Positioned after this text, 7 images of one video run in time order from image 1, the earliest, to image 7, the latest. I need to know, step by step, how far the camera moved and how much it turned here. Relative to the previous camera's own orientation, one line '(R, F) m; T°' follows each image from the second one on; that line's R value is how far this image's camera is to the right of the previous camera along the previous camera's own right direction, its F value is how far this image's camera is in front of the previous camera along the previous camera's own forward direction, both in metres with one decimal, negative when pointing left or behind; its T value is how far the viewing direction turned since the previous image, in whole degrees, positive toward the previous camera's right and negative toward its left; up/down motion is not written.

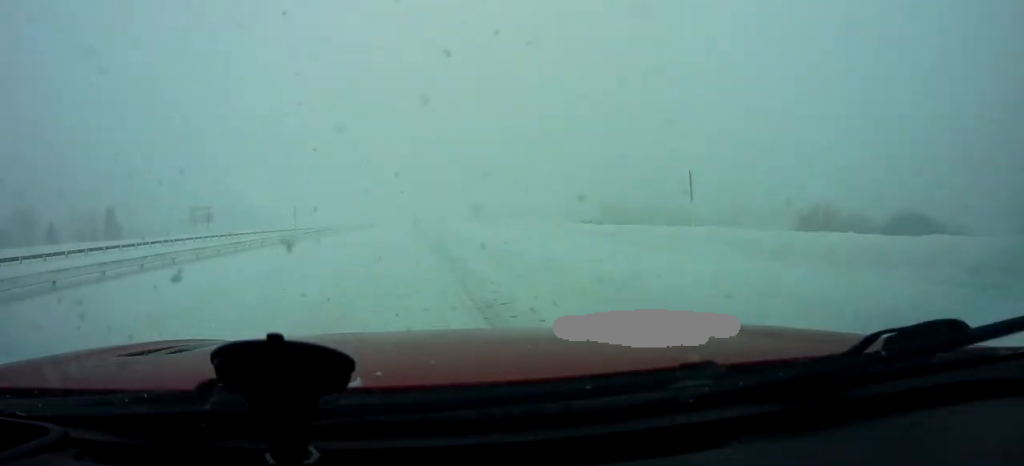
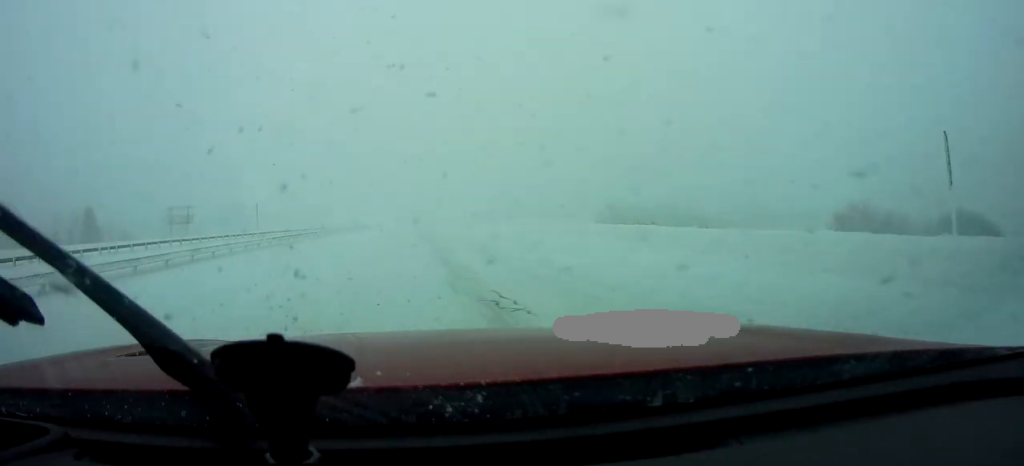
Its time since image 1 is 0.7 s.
(0.0, +7.7) m; +1°
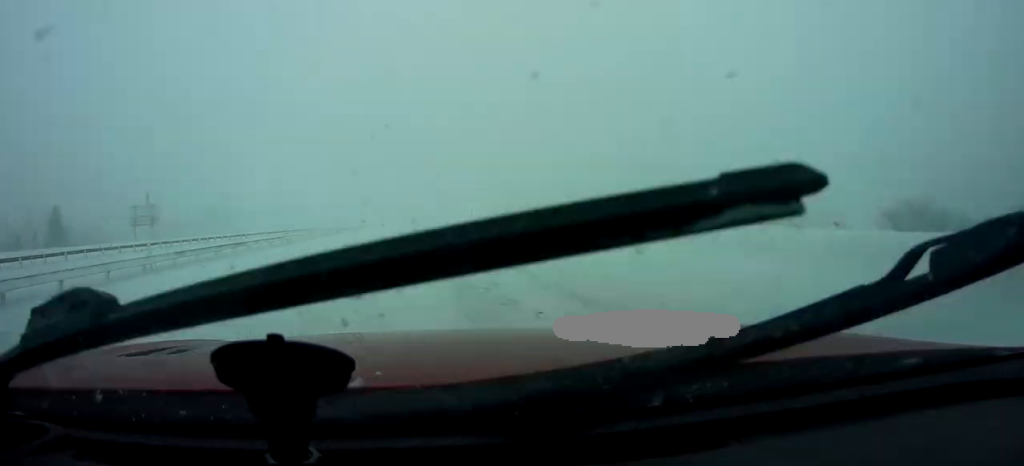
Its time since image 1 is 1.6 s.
(+0.3, +10.1) m; -2°
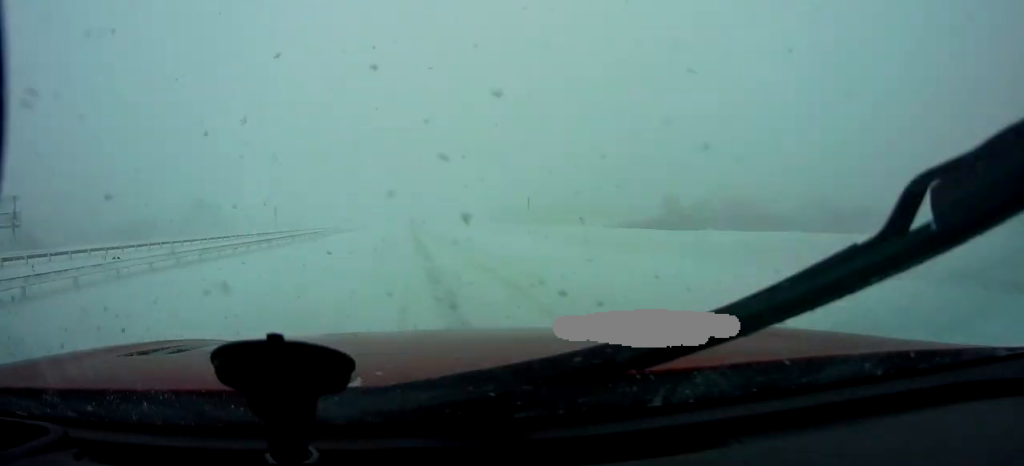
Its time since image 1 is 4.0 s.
(+0.4, +26.5) m; +2°
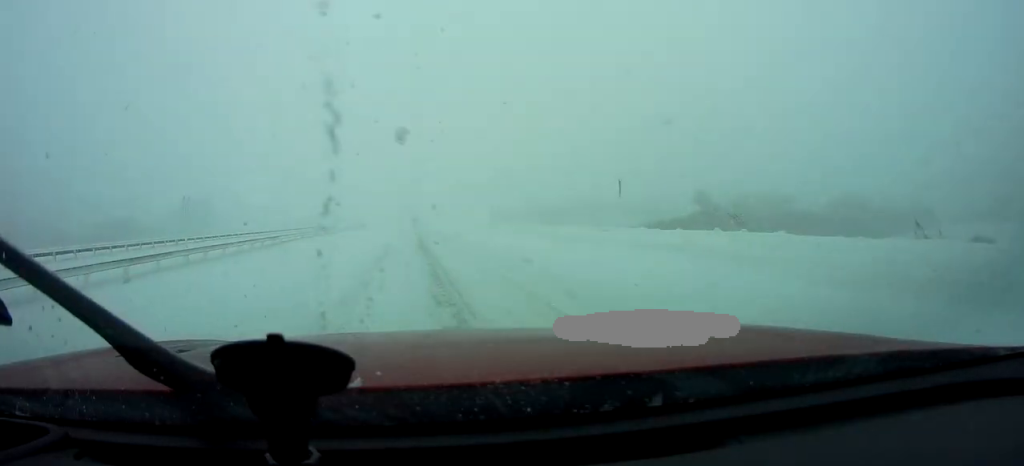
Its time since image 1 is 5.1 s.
(-0.4, +12.2) m; -3°
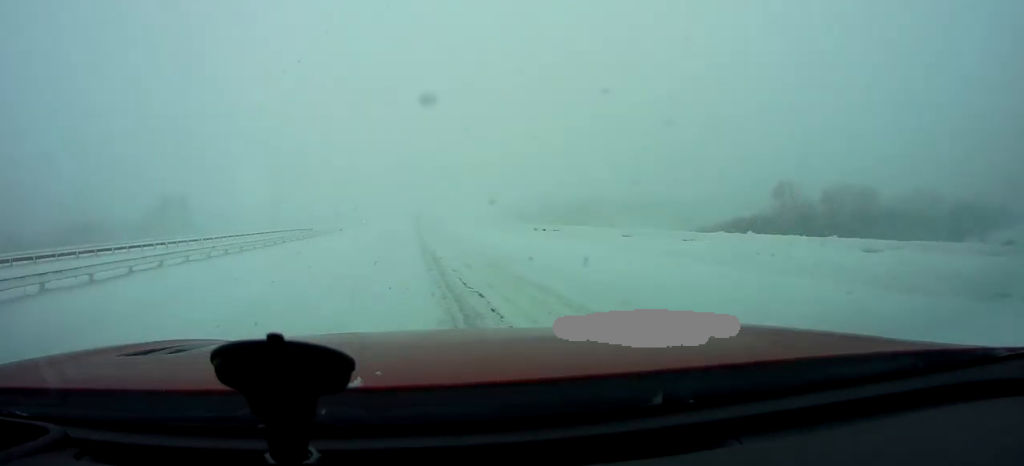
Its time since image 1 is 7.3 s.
(0.0, +24.8) m; 0°
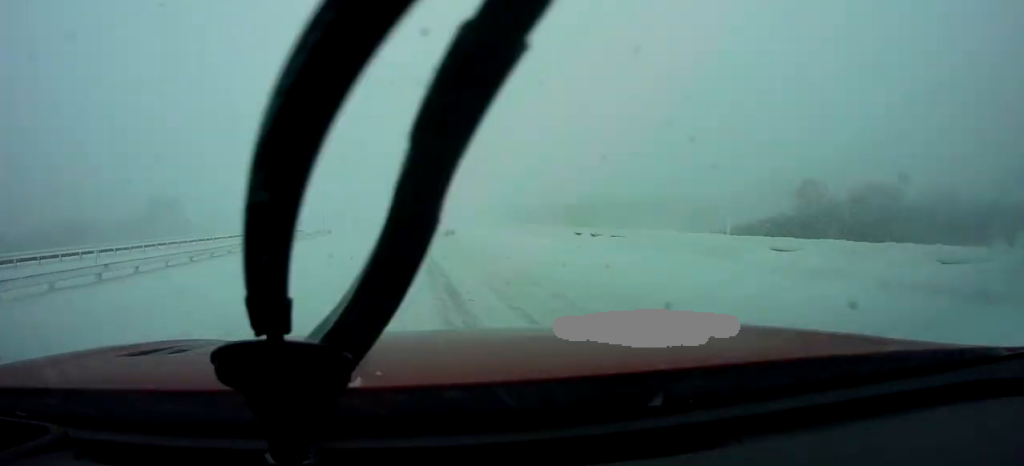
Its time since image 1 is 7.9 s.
(0.0, +6.7) m; 0°
